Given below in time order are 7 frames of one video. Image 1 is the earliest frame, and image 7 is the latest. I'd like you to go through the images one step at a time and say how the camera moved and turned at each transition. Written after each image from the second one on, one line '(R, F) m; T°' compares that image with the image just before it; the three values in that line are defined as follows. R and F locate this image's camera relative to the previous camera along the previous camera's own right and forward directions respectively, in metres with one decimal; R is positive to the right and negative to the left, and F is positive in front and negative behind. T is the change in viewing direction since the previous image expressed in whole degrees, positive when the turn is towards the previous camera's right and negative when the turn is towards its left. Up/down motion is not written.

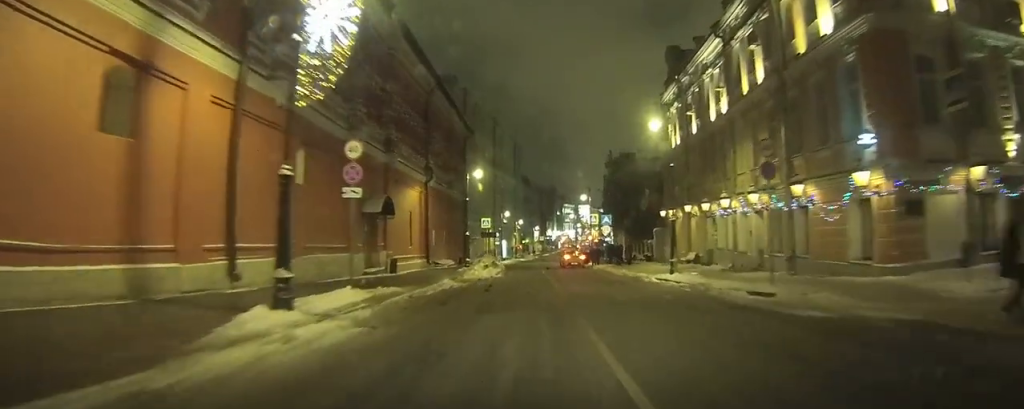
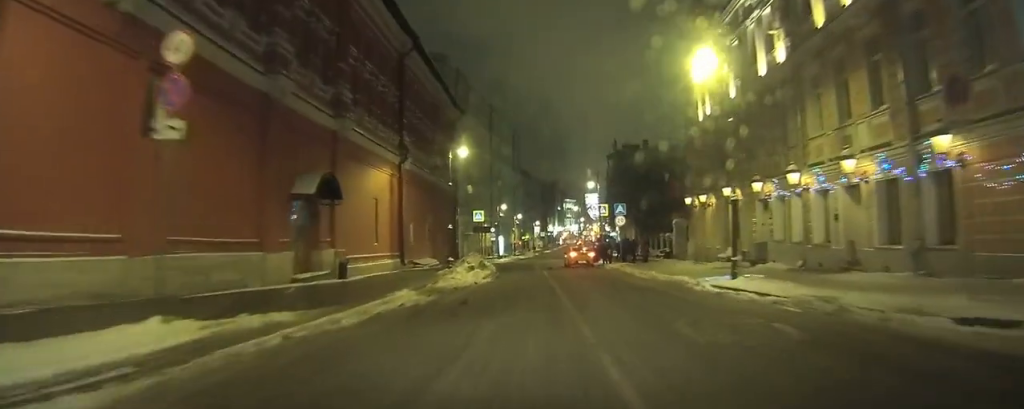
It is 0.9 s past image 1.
(0.0, +7.6) m; 0°
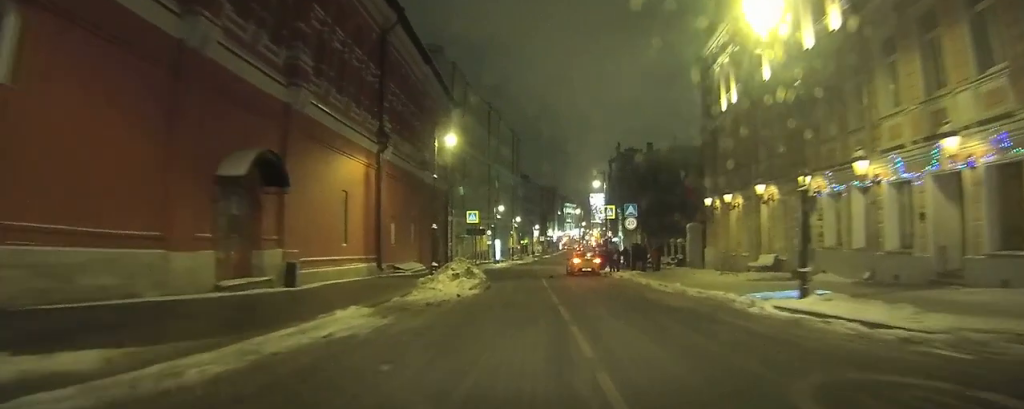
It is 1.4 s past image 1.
(+0.1, +4.4) m; 0°
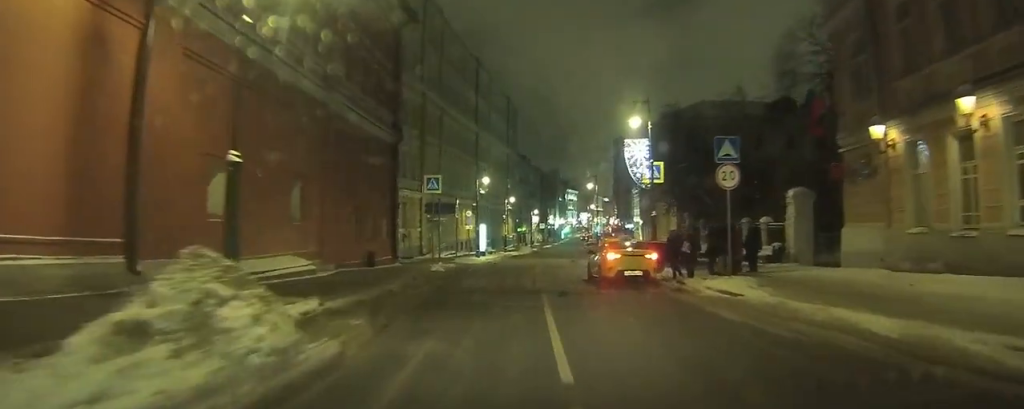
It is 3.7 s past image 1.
(+0.3, +15.9) m; +5°
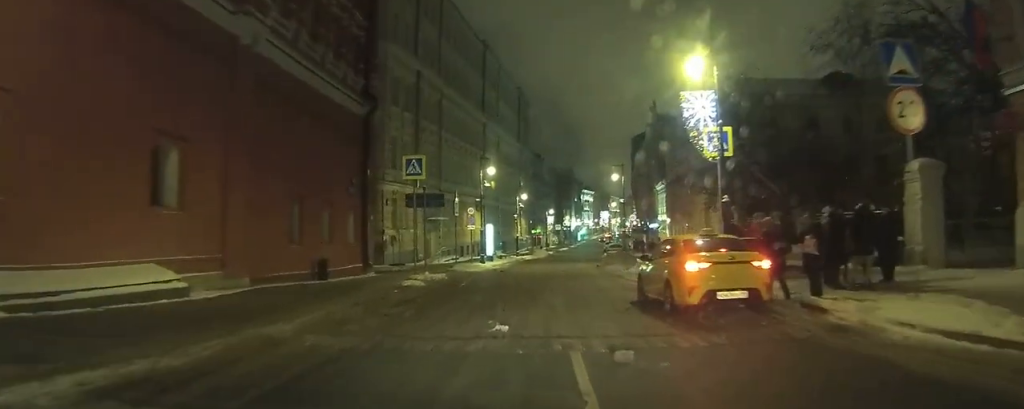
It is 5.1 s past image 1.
(+0.3, +7.5) m; +4°
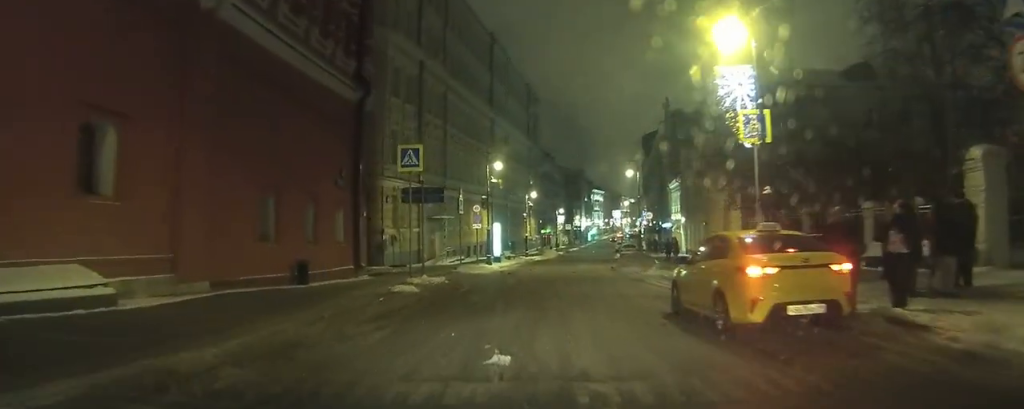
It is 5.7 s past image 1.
(0.0, +2.7) m; +2°
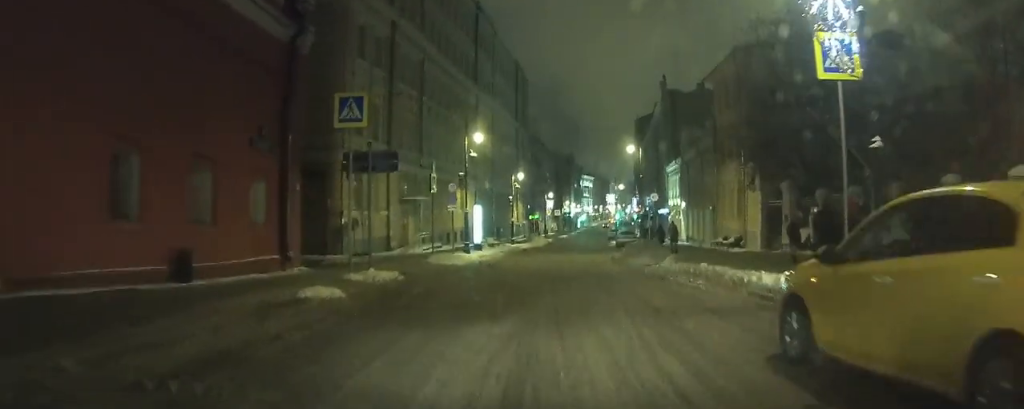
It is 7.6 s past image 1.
(+0.2, +7.3) m; +4°
